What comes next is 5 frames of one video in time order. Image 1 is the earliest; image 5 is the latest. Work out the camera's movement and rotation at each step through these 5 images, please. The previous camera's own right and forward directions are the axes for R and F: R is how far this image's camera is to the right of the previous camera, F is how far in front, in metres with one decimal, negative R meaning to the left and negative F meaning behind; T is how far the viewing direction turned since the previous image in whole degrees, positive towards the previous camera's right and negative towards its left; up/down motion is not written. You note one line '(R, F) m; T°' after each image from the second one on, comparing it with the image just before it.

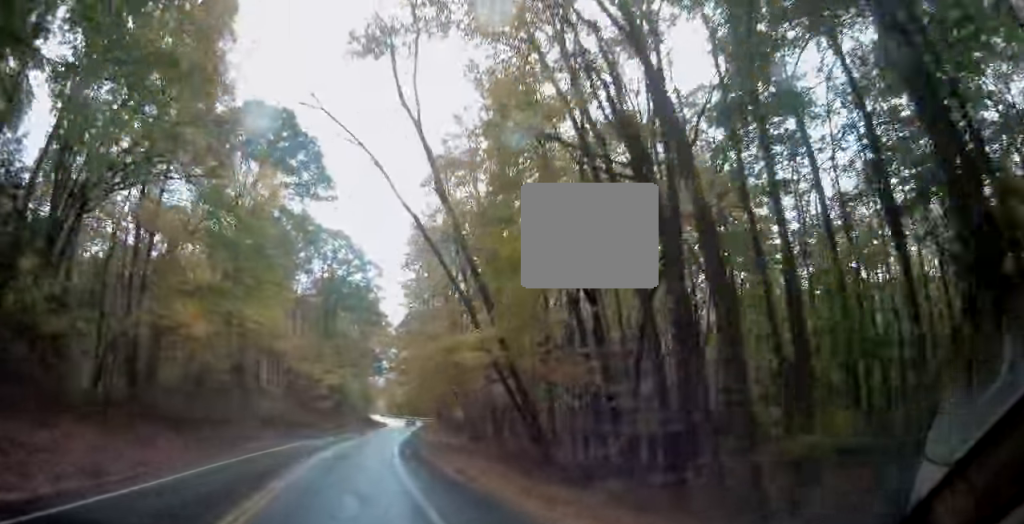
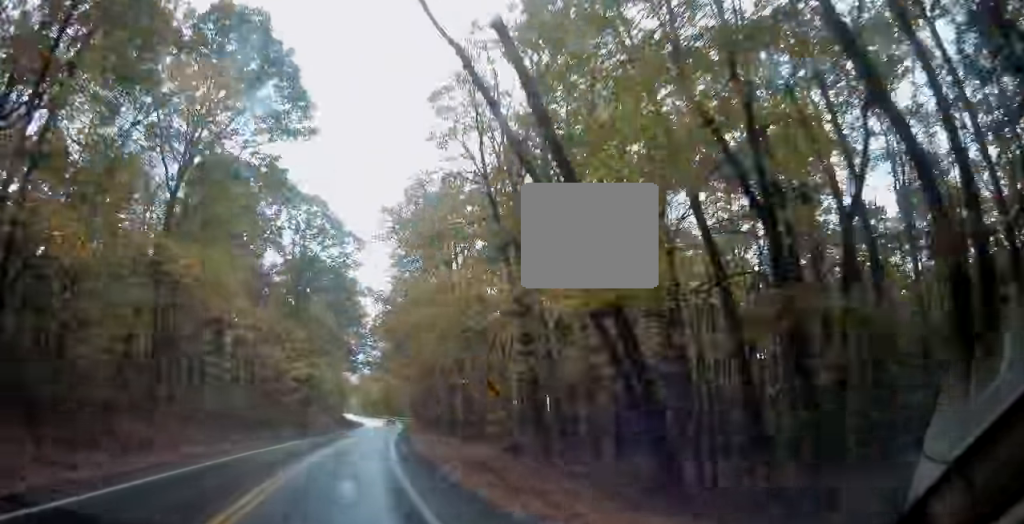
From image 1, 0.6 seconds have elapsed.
(+0.1, +14.4) m; +1°
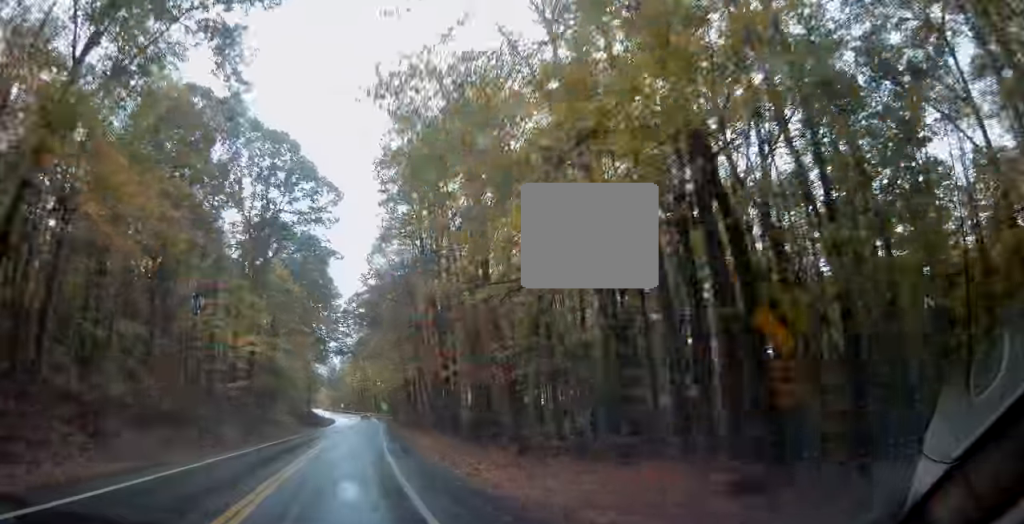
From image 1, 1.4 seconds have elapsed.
(+0.2, +17.6) m; +3°
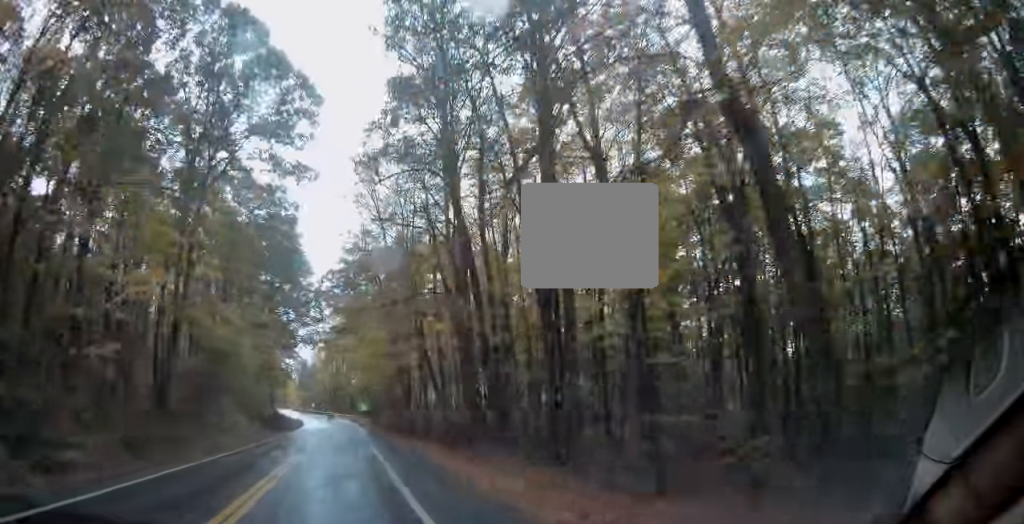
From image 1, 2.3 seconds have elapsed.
(+0.8, +21.4) m; +4°
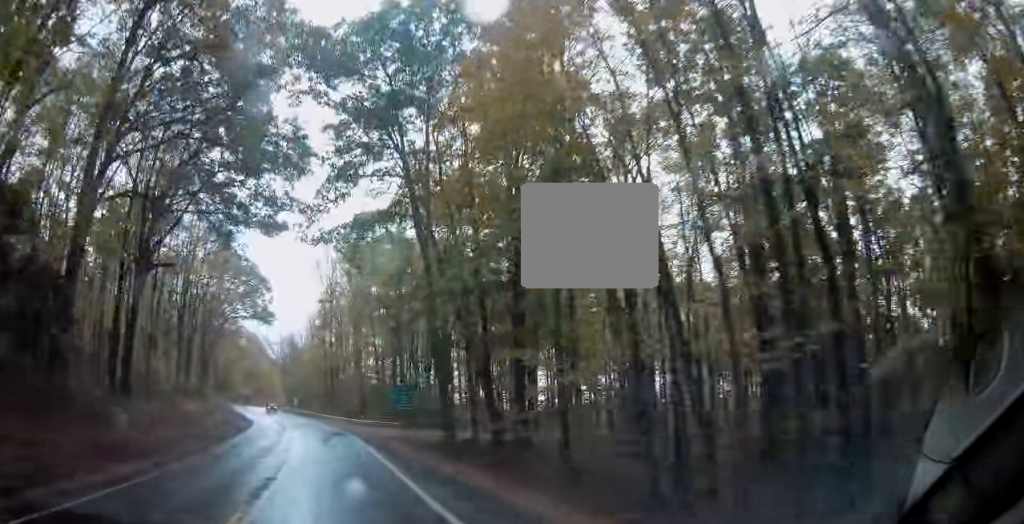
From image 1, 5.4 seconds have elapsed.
(-0.4, +69.2) m; +9°
